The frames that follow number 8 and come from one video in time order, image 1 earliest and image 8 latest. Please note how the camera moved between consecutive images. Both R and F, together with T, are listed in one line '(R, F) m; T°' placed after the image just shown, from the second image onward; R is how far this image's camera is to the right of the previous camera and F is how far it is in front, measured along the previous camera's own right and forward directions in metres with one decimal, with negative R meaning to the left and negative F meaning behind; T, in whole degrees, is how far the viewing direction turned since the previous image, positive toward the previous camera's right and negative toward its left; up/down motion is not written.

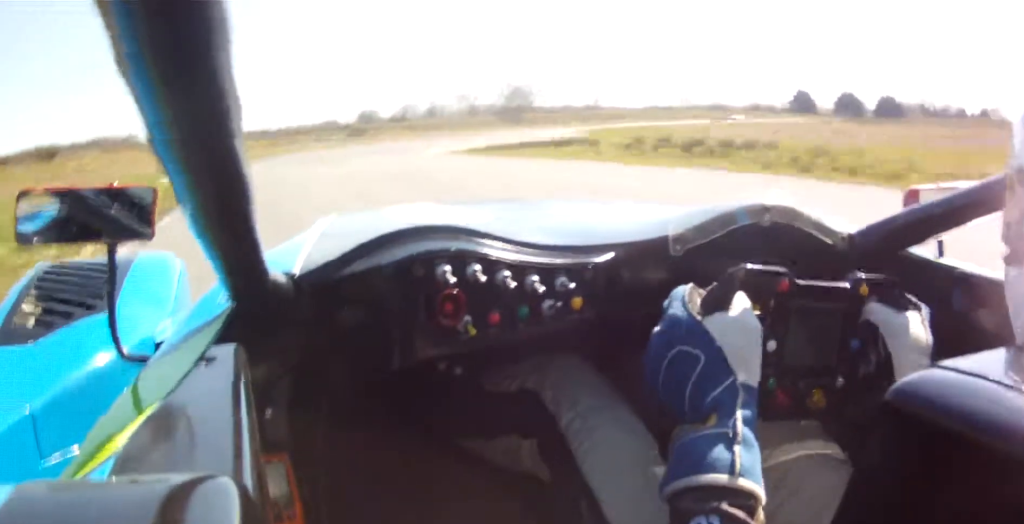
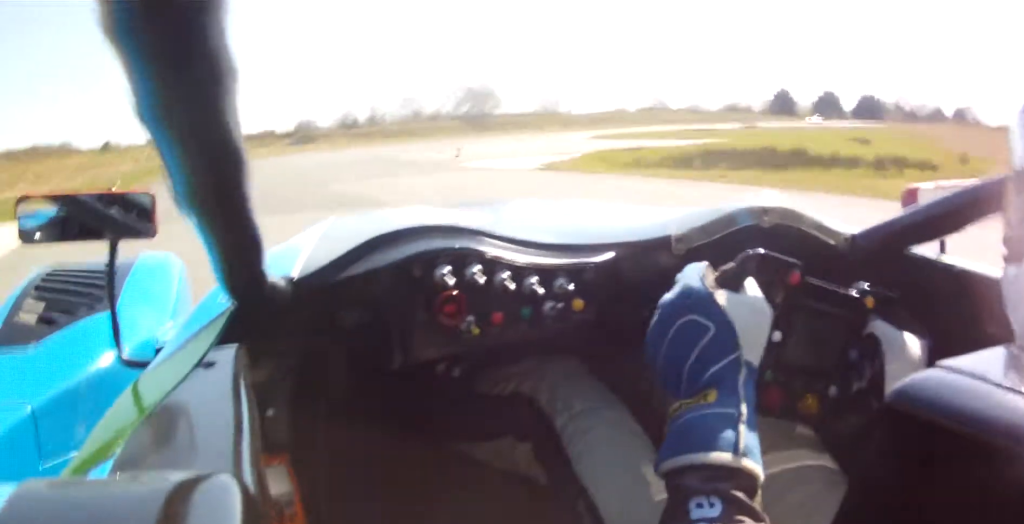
(+0.7, +22.7) m; +3°
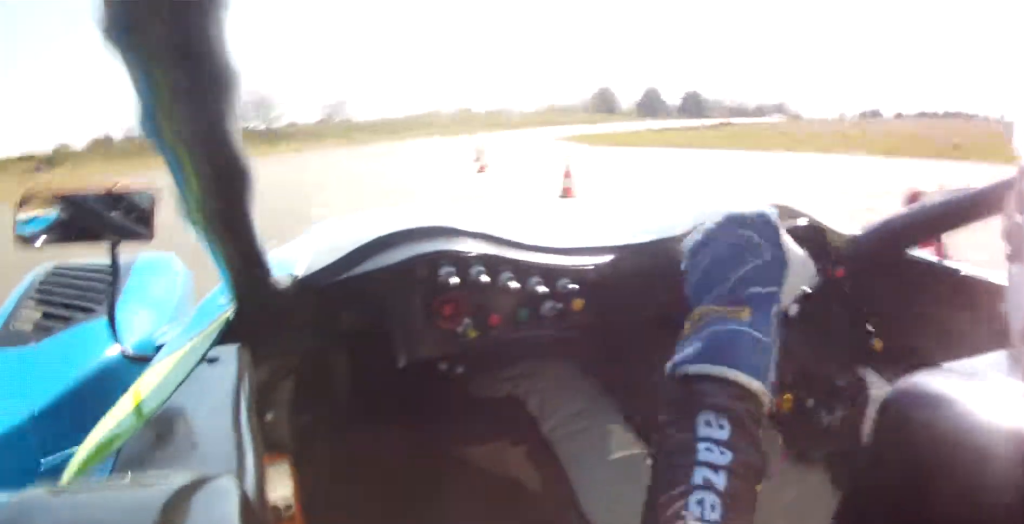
(+0.9, +40.5) m; +1°
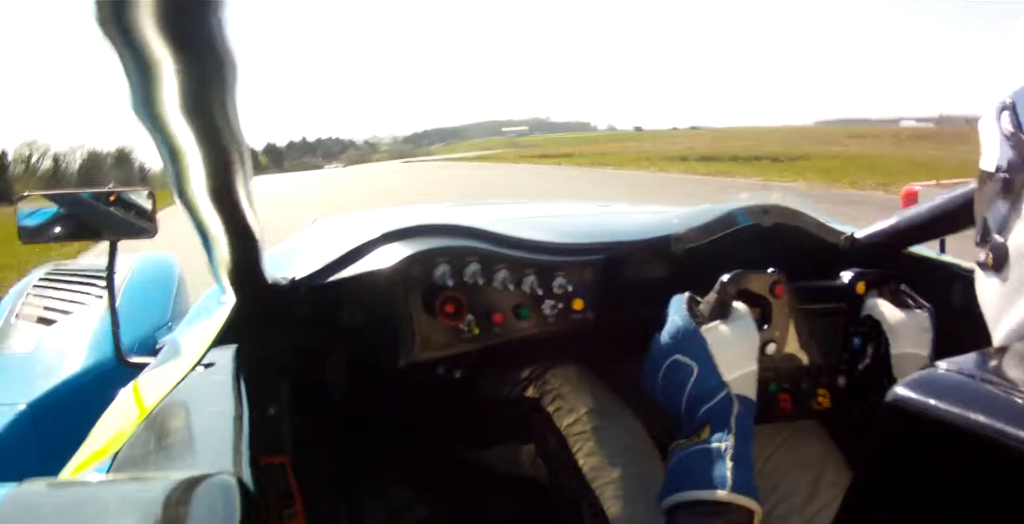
(+60.0, +106.7) m; +57°
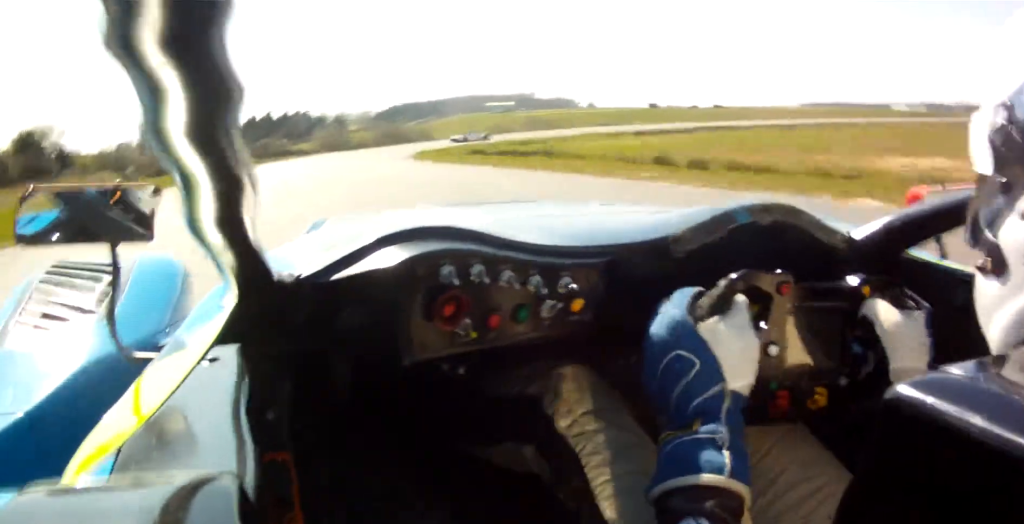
(+0.1, +50.0) m; 0°
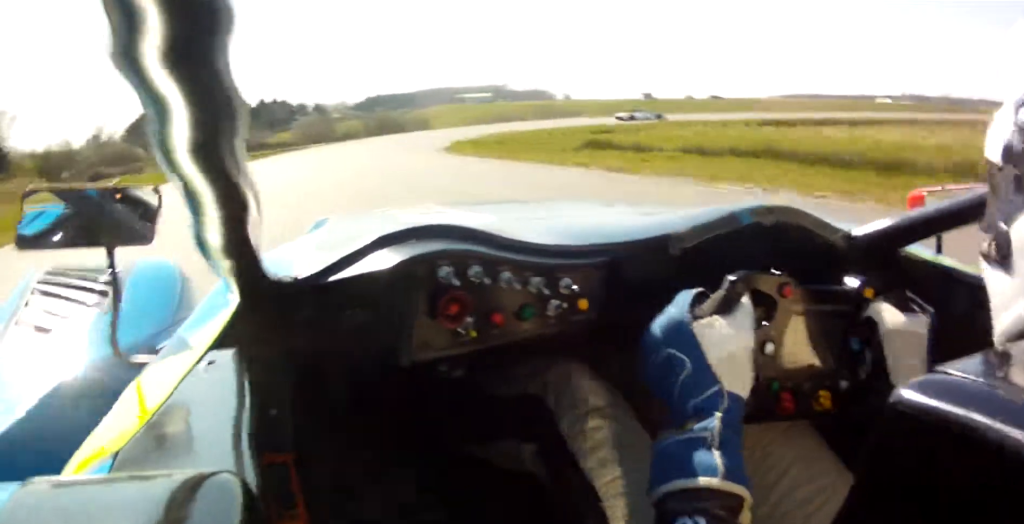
(0.0, +23.2) m; 0°
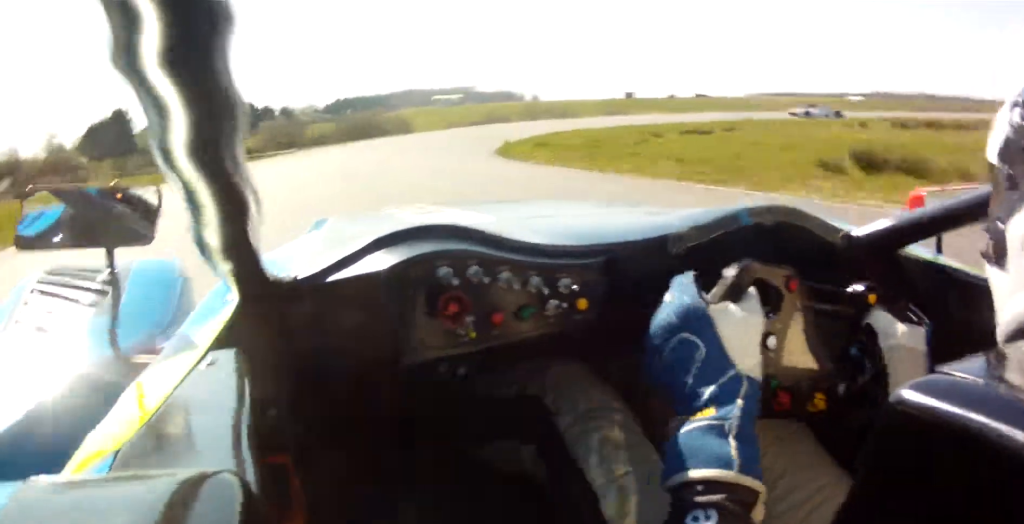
(0.0, +16.4) m; +3°
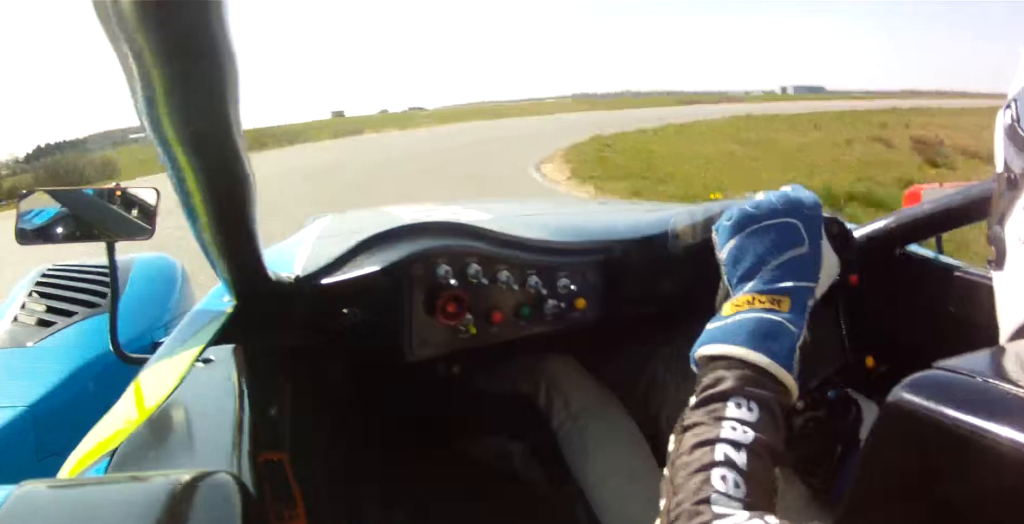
(+1.7, +30.8) m; +18°
